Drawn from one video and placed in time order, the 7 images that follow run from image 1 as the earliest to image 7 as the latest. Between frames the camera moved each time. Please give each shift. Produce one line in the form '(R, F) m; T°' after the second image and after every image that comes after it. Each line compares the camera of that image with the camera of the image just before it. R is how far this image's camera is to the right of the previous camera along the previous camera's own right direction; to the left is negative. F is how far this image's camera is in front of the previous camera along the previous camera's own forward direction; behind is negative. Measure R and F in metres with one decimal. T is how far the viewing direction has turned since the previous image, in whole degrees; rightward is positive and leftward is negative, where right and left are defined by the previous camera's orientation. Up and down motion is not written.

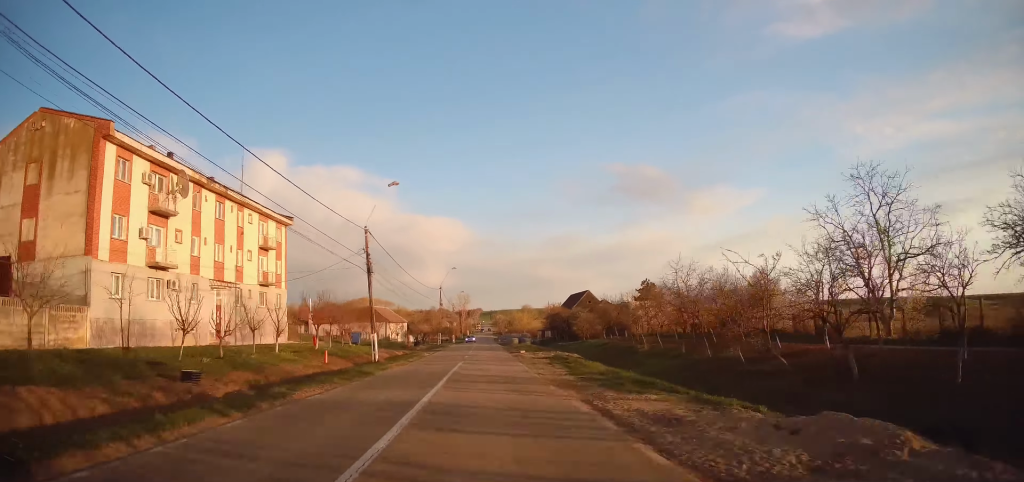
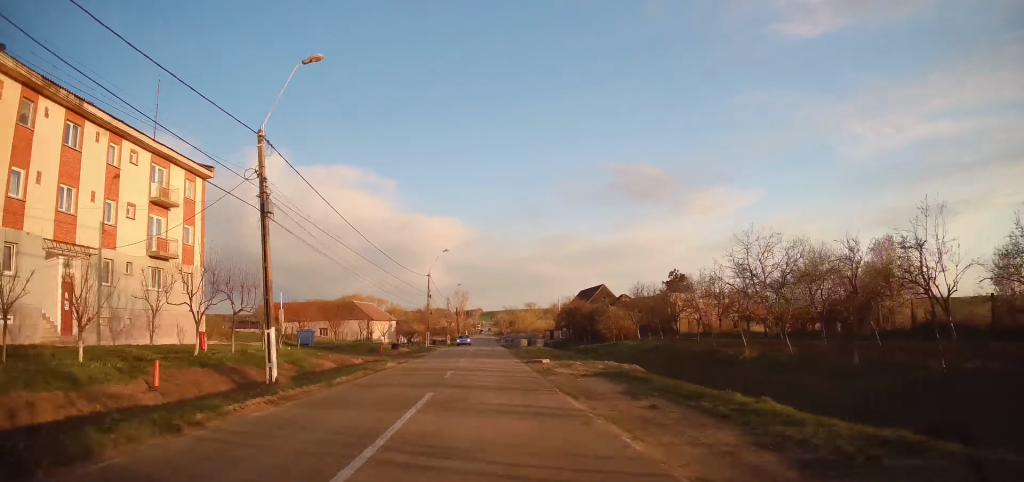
(0.0, +15.6) m; 0°
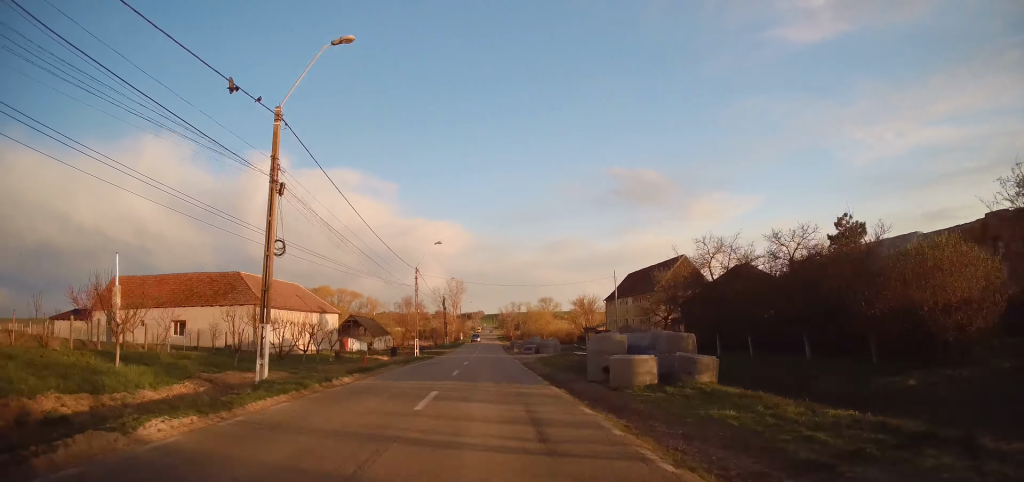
(-0.4, +43.9) m; 0°
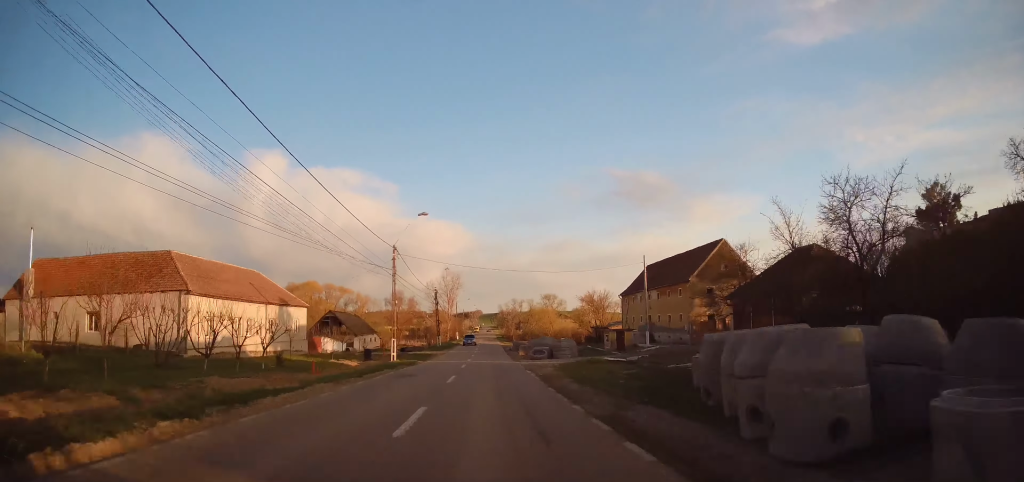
(+0.1, +11.8) m; 0°
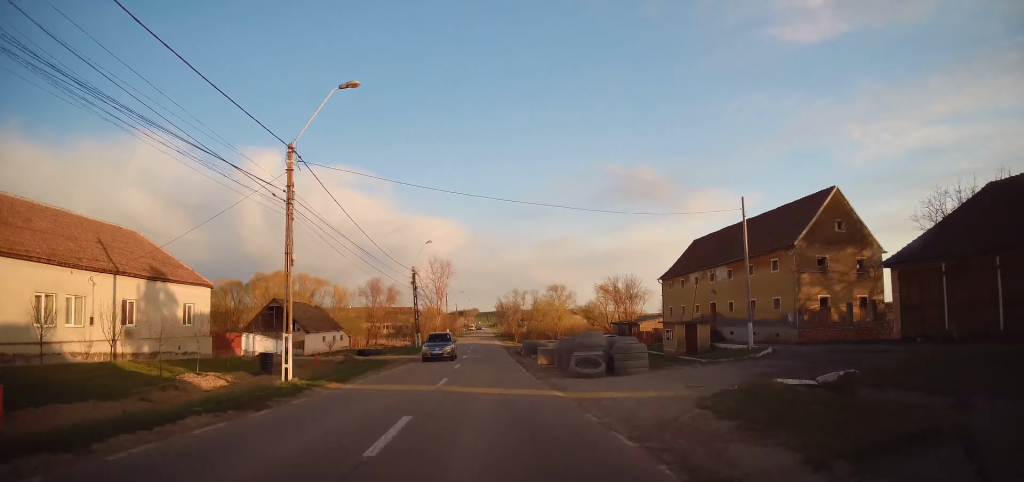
(0.0, +21.3) m; +1°
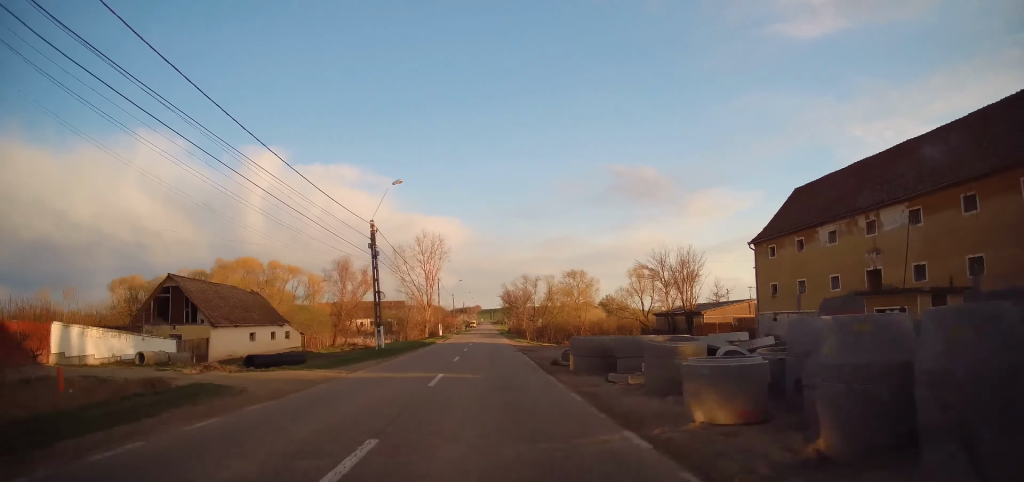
(+0.4, +24.9) m; -1°
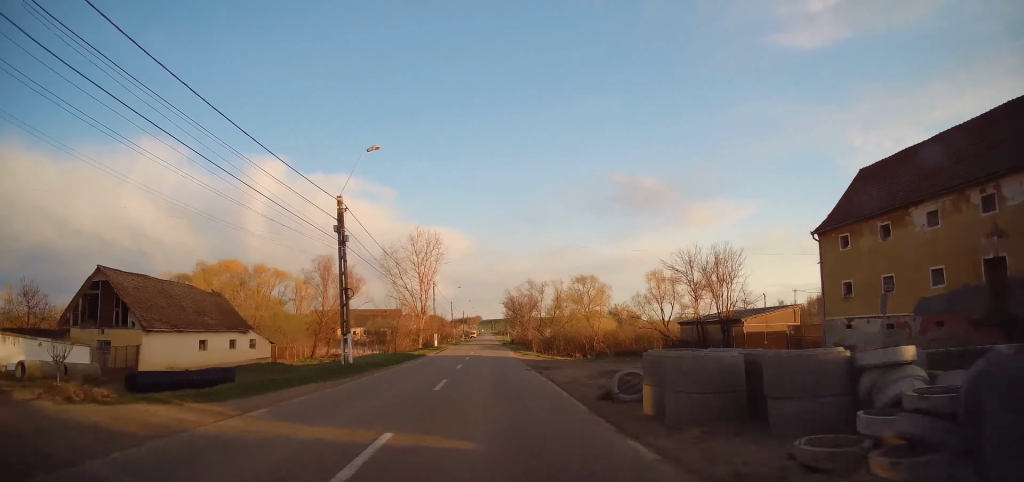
(-0.1, +10.5) m; -1°
